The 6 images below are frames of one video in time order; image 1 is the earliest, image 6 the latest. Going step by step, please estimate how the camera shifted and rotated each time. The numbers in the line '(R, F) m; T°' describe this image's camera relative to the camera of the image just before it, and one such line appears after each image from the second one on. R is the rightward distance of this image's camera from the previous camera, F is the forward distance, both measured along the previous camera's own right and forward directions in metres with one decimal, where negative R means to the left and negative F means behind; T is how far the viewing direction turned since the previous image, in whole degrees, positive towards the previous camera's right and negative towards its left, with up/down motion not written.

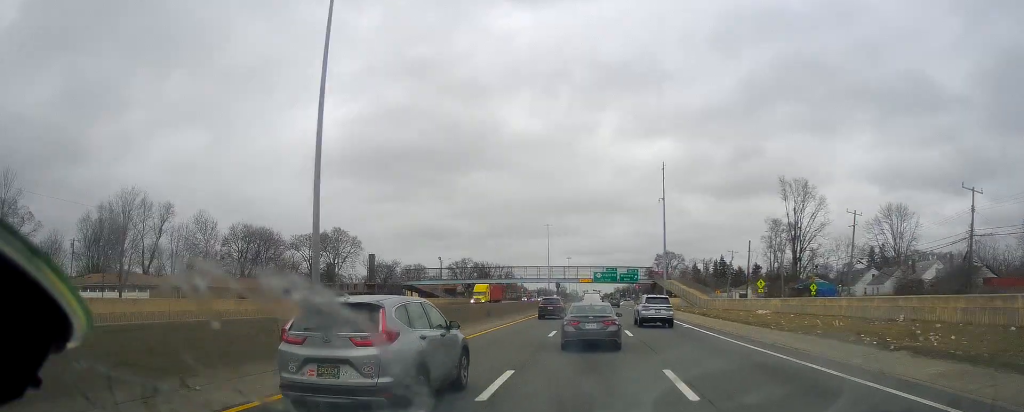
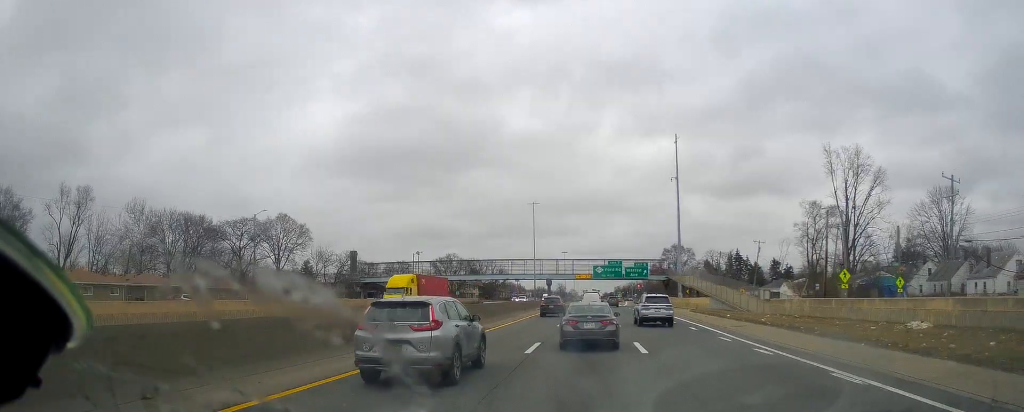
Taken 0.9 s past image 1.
(-0.1, +22.4) m; 0°
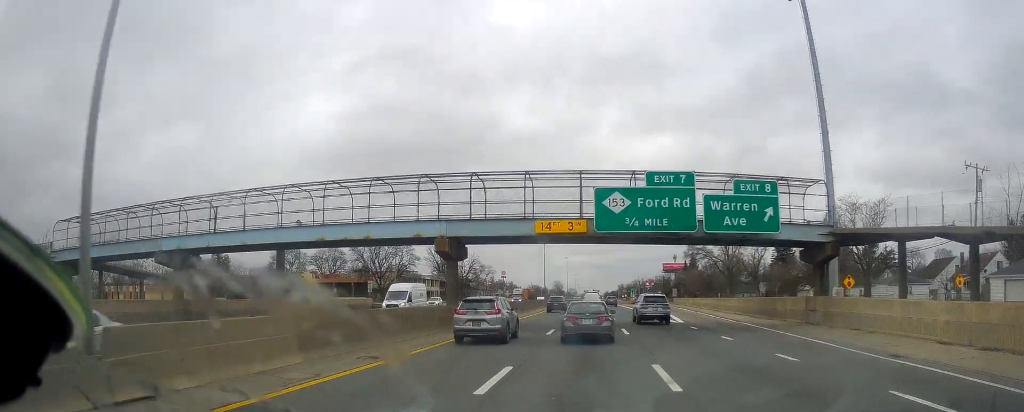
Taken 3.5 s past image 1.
(-0.2, +68.4) m; -1°
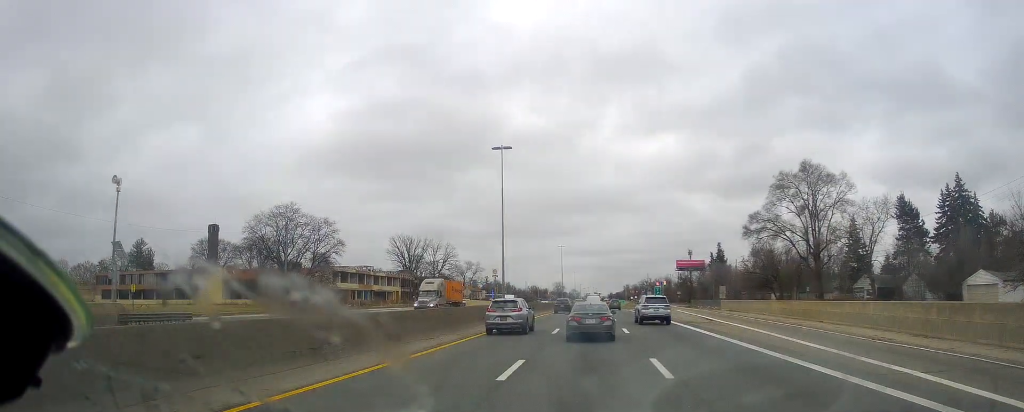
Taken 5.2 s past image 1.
(-0.1, +43.3) m; +1°
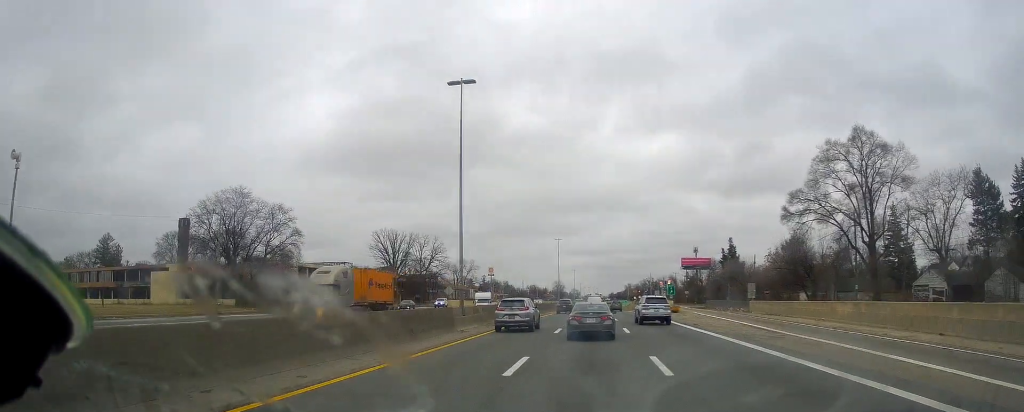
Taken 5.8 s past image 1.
(+0.1, +14.8) m; 0°
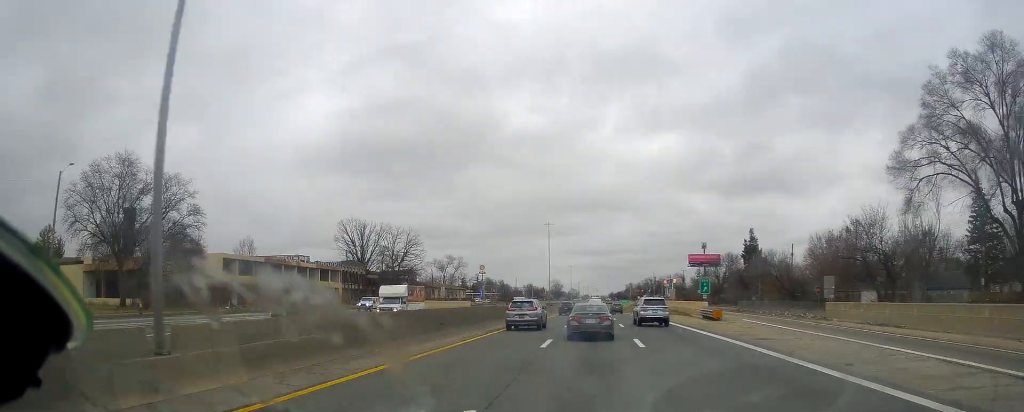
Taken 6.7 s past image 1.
(-0.3, +23.0) m; -1°
